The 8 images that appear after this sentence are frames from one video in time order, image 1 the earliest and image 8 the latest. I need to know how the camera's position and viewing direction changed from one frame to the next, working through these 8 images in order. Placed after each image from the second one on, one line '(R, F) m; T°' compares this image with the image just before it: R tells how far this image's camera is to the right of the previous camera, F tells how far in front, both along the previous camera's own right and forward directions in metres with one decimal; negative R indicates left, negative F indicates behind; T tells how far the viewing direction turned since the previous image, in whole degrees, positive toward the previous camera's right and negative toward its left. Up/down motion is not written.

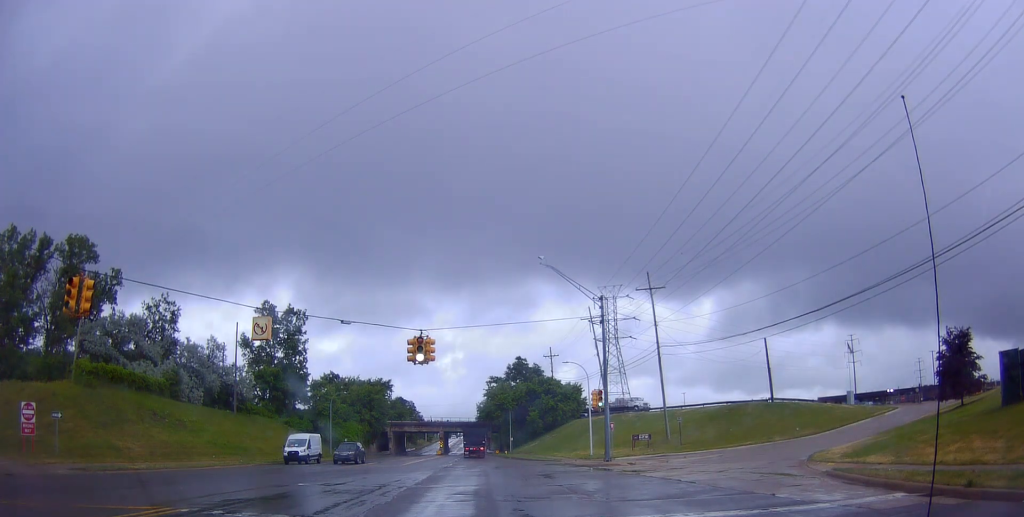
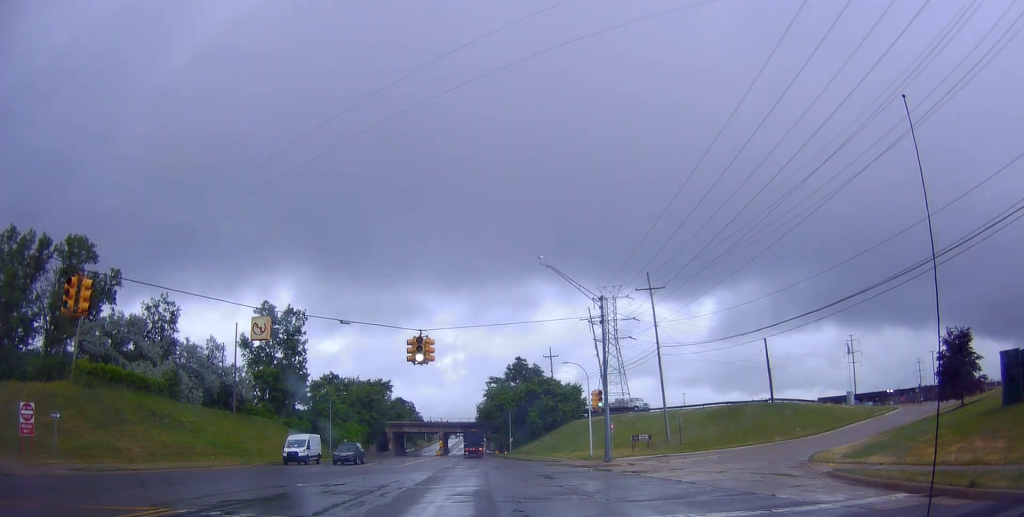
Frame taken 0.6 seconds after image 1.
(0.0, 0.0) m; 0°
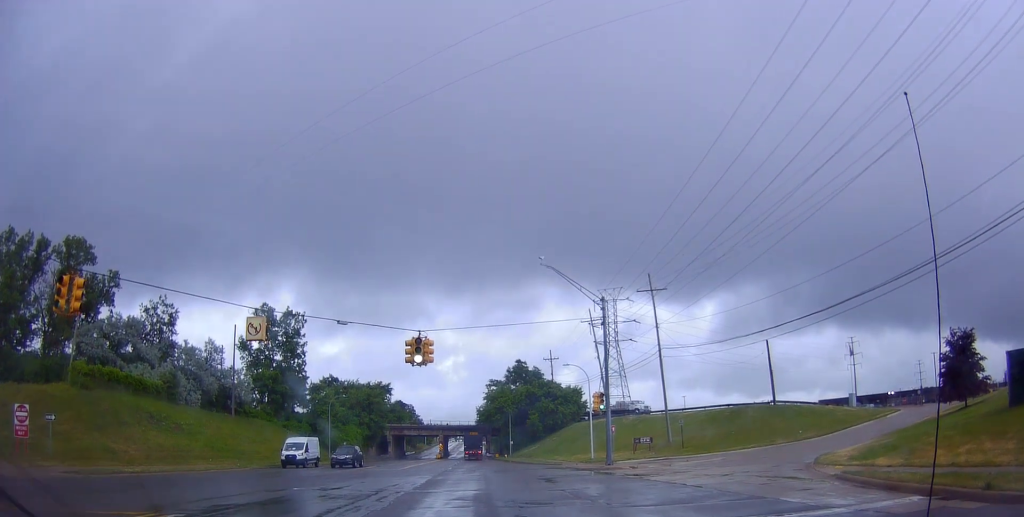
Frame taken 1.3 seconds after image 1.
(0.0, 0.0) m; 0°
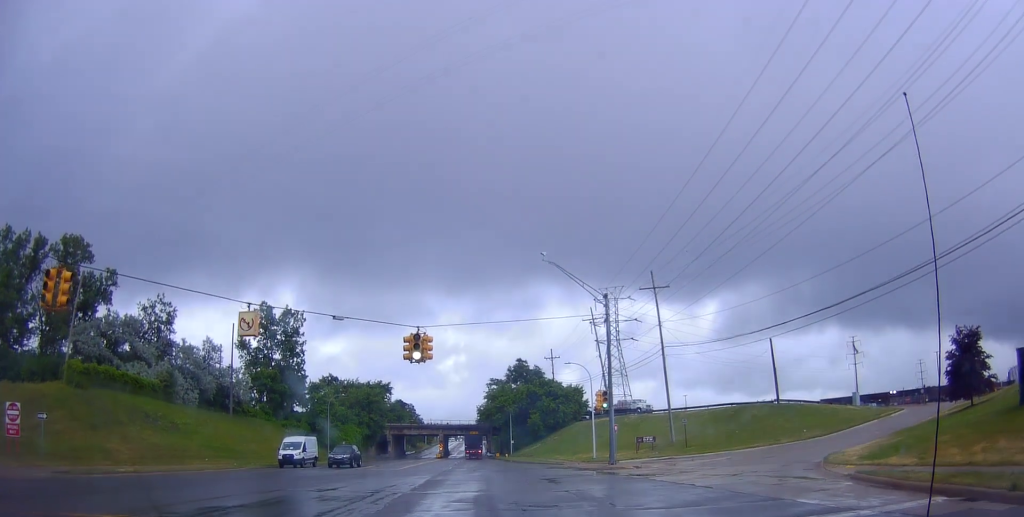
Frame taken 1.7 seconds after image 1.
(0.0, 0.0) m; 0°
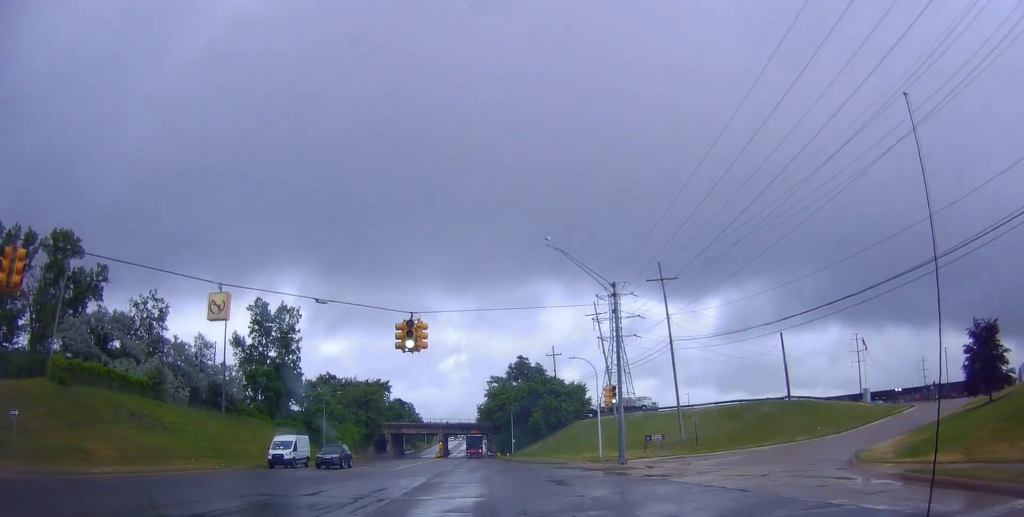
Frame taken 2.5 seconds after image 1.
(0.0, 0.0) m; 0°
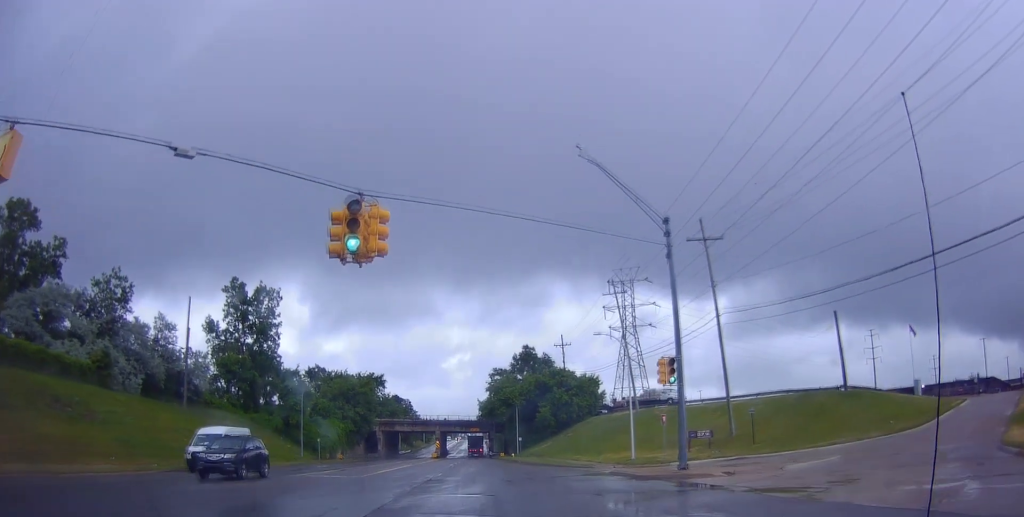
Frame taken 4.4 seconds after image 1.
(0.0, +2.8) m; 0°
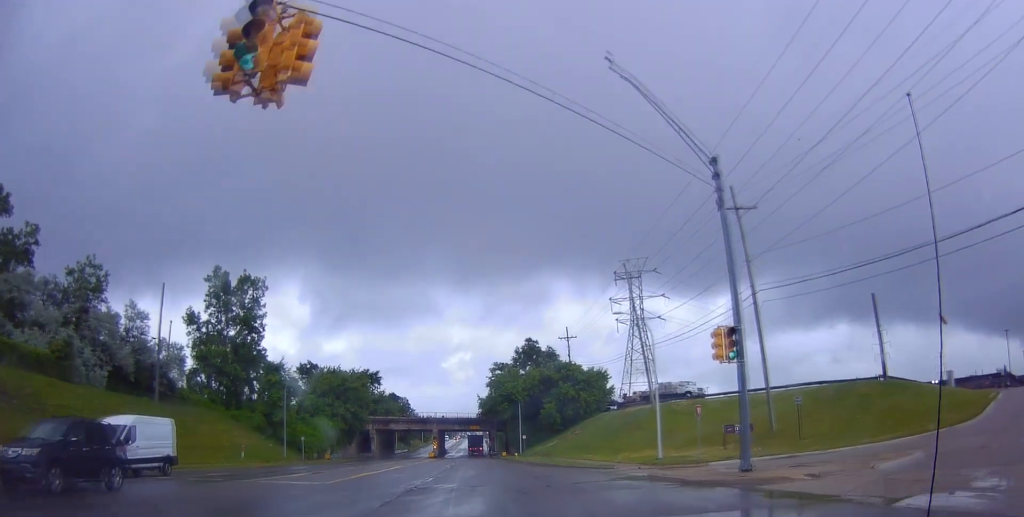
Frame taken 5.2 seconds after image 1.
(0.0, +3.8) m; -1°
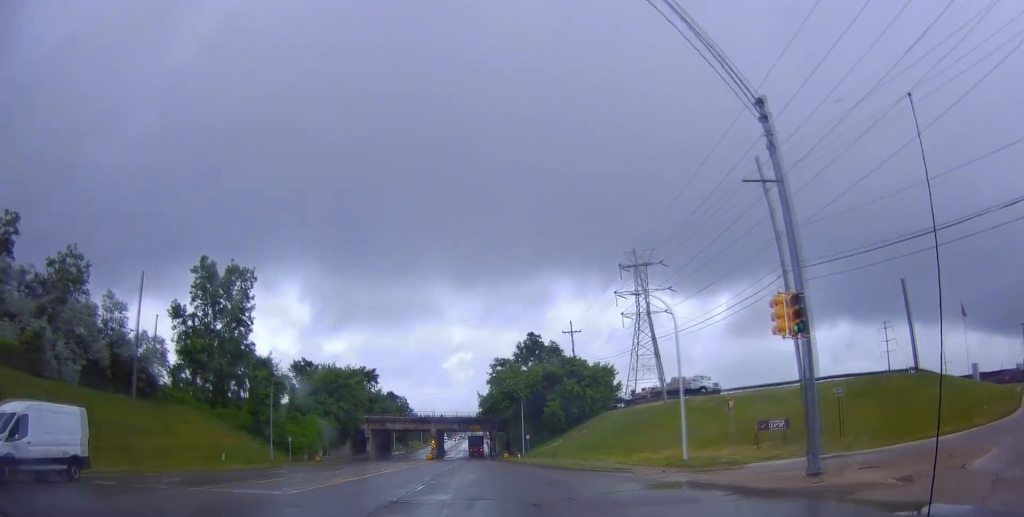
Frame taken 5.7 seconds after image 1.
(0.0, +3.3) m; -2°
